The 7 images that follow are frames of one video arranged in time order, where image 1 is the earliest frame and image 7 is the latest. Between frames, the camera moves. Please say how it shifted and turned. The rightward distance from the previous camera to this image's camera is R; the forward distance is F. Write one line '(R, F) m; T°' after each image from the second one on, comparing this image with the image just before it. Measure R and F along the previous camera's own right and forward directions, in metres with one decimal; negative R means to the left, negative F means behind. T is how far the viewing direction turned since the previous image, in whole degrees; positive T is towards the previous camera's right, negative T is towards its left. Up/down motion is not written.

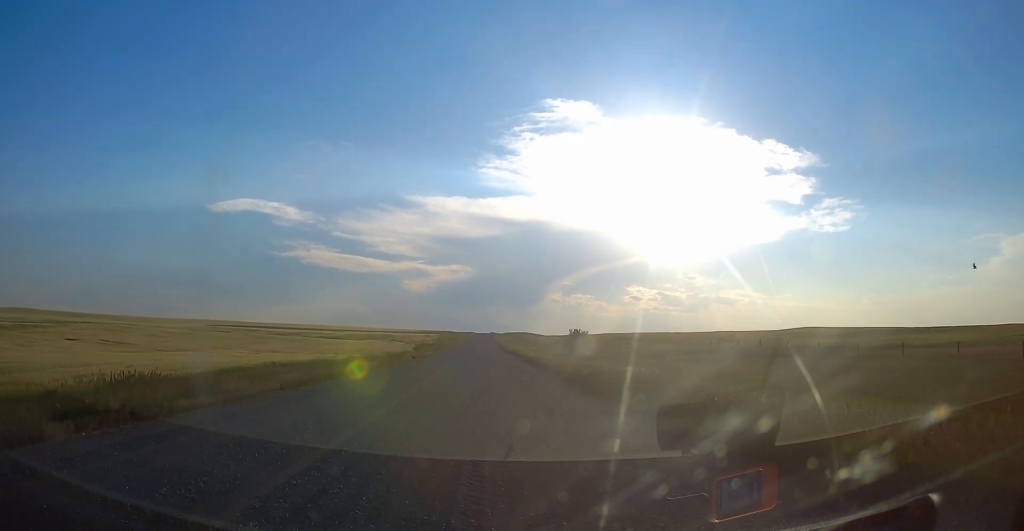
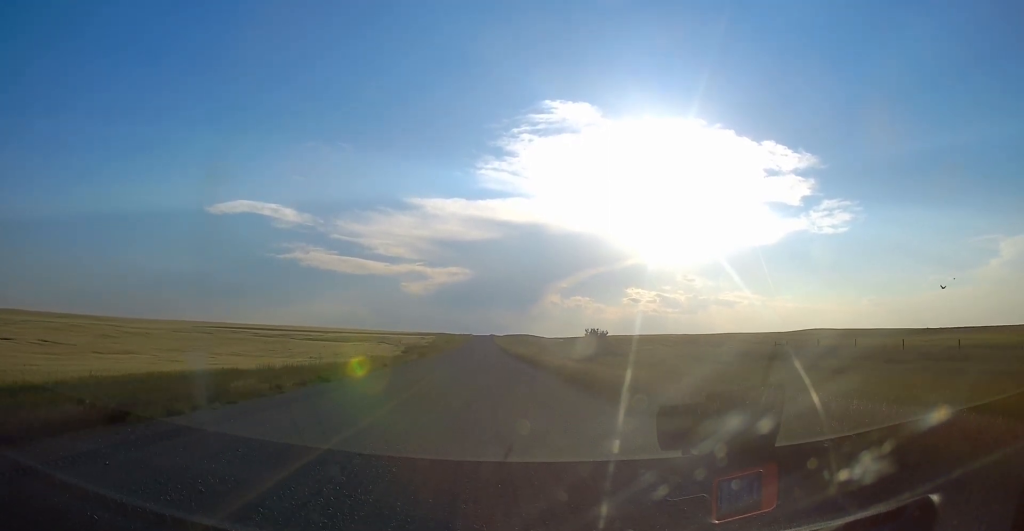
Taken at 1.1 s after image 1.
(+0.2, +18.4) m; +1°
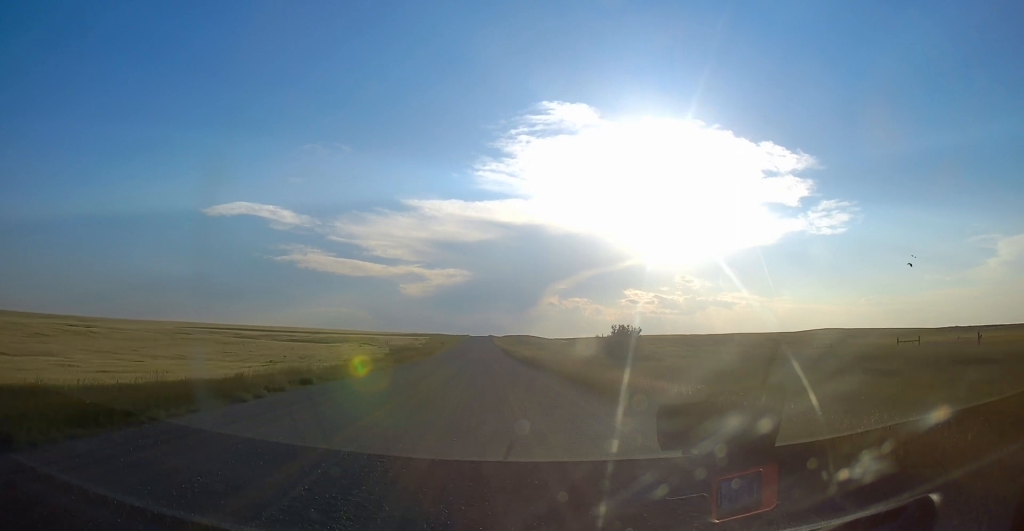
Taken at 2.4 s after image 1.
(-0.1, +20.5) m; -1°
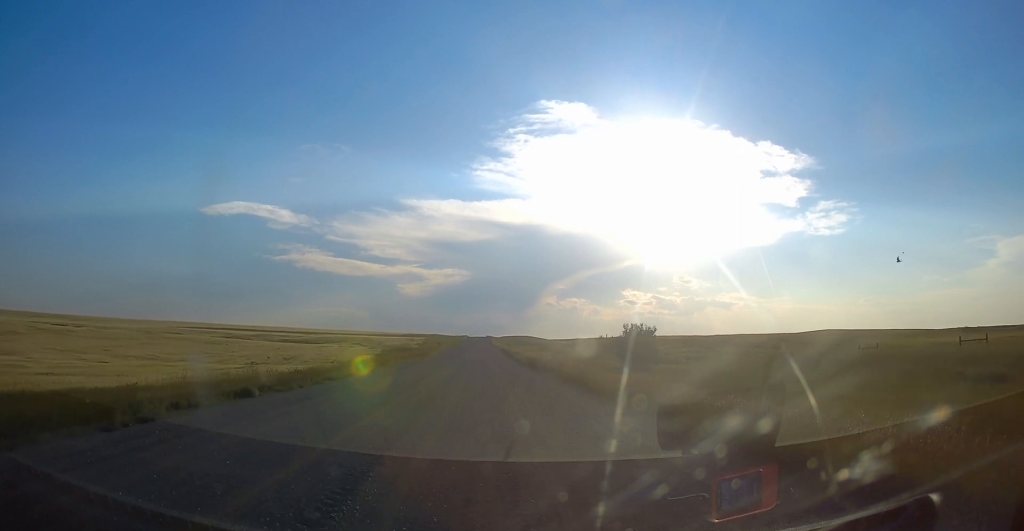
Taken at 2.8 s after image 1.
(-0.1, +7.0) m; 0°
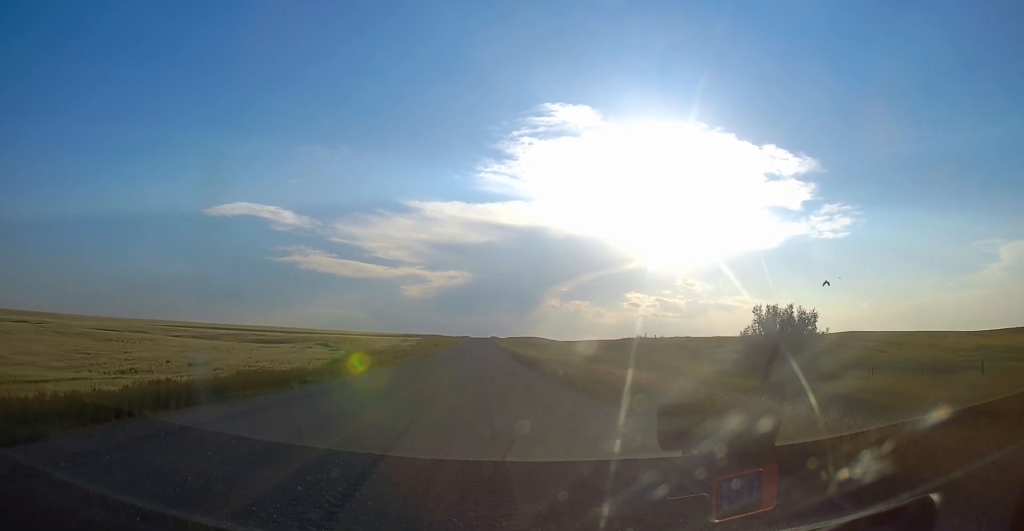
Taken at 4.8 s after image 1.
(0.0, +32.0) m; 0°
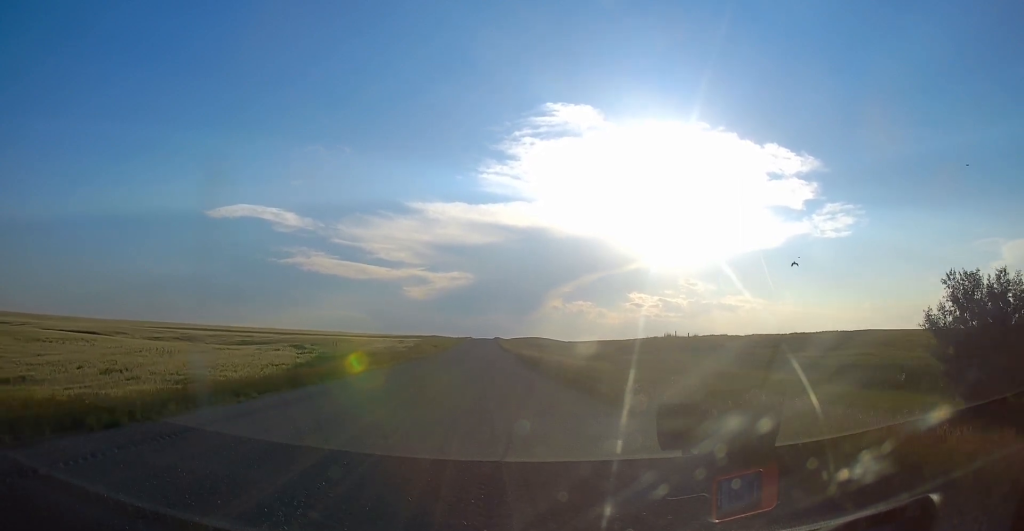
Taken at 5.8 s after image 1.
(0.0, +15.8) m; 0°
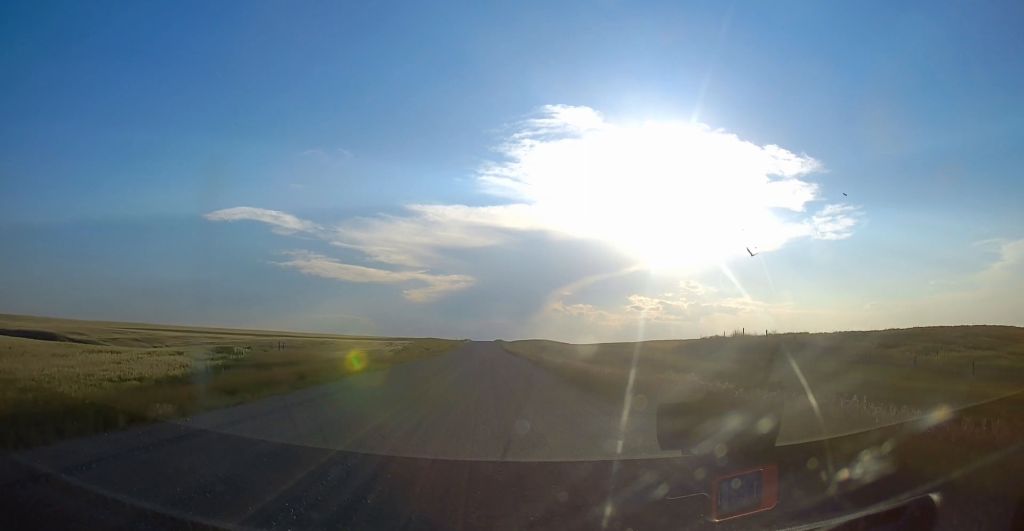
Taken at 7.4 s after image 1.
(0.0, +25.2) m; 0°
